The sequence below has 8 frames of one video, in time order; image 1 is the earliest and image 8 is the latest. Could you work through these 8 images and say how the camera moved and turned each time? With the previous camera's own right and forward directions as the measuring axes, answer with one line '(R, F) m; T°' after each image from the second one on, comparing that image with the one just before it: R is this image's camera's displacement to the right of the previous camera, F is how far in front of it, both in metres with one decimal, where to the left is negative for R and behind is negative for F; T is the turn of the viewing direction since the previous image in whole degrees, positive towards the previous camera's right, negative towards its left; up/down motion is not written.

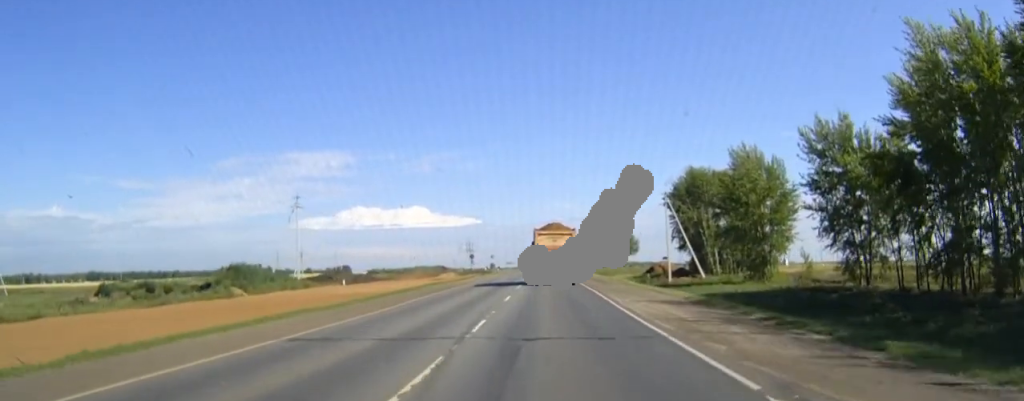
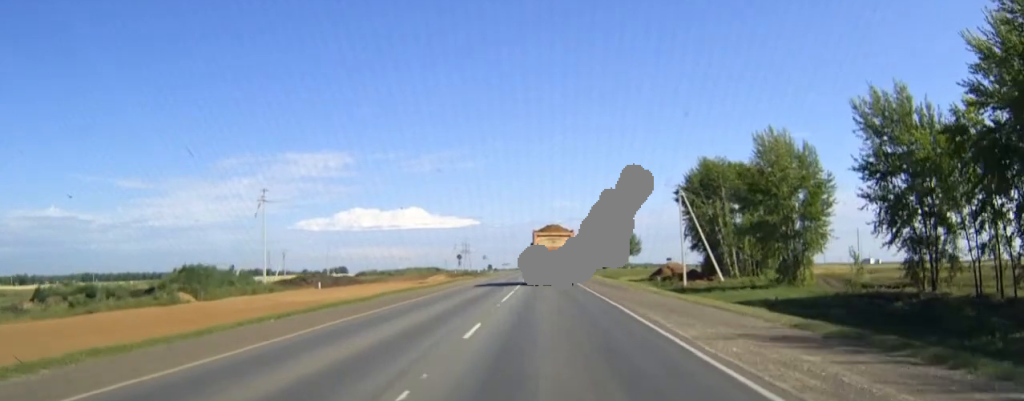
(0.0, +13.6) m; 0°
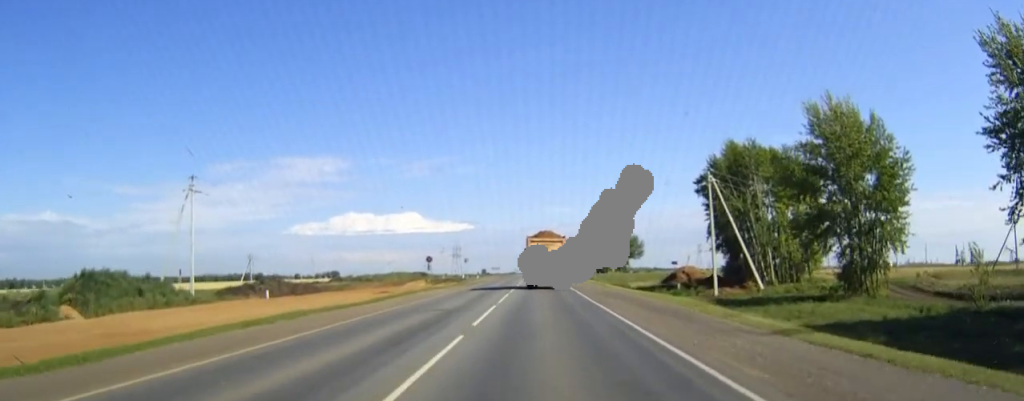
(+0.1, +21.0) m; 0°
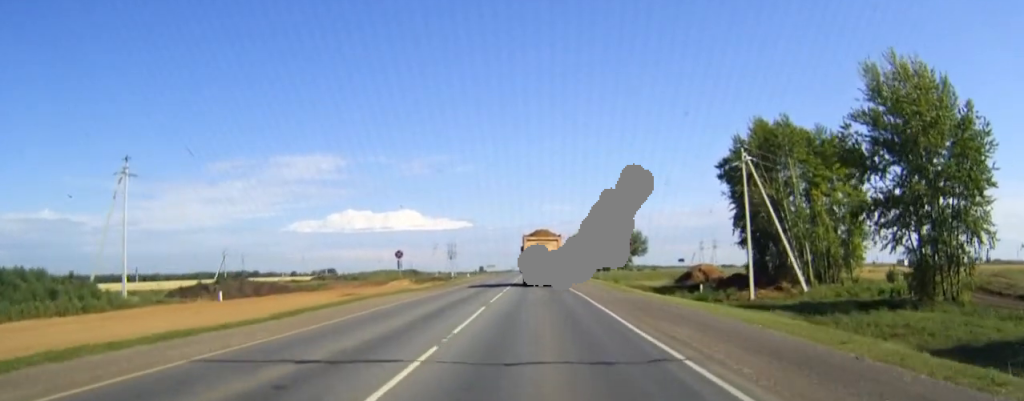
(0.0, +14.6) m; 0°
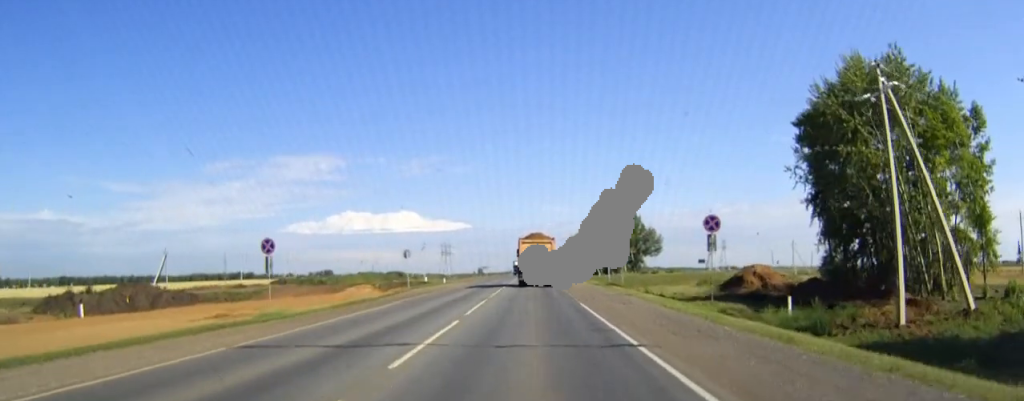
(0.0, +28.9) m; 0°
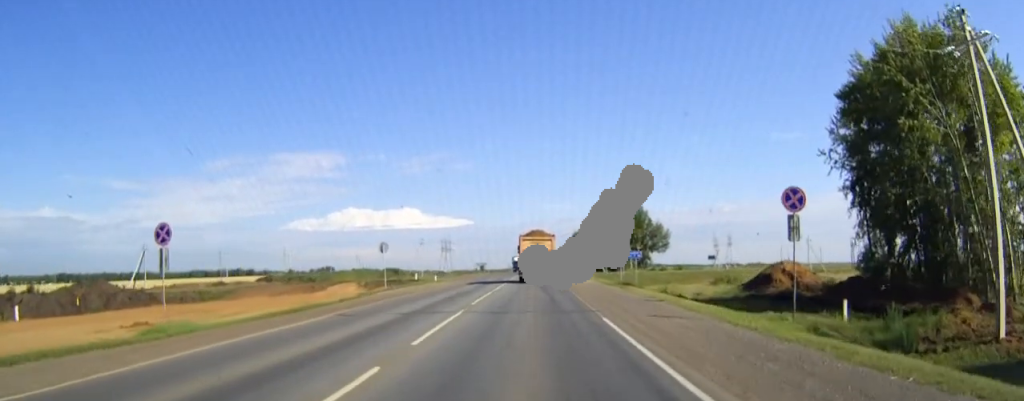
(0.0, +9.6) m; 0°
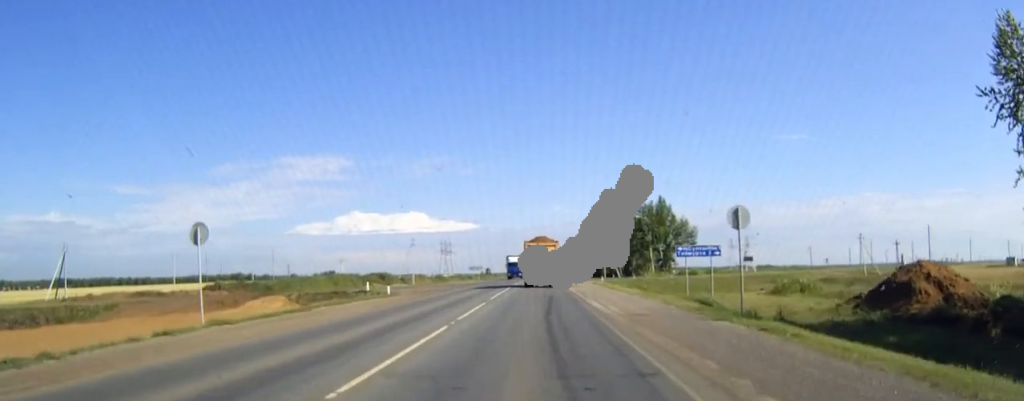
(-0.1, +28.3) m; 0°
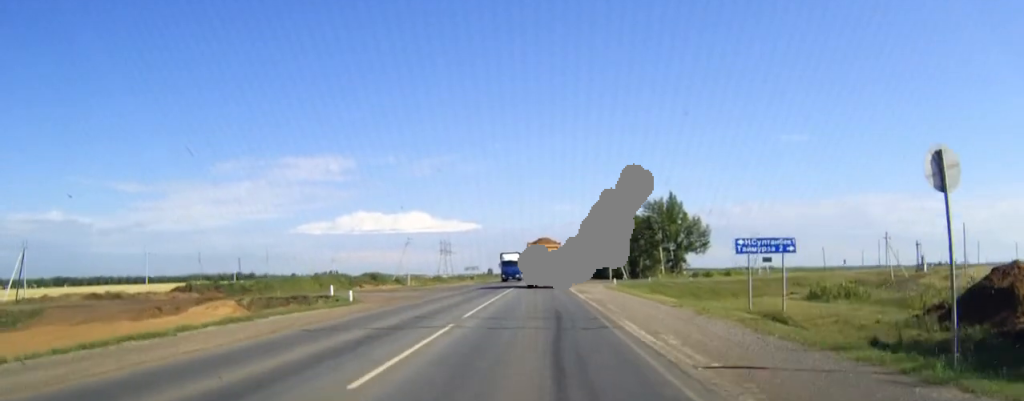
(0.0, +11.6) m; 0°
